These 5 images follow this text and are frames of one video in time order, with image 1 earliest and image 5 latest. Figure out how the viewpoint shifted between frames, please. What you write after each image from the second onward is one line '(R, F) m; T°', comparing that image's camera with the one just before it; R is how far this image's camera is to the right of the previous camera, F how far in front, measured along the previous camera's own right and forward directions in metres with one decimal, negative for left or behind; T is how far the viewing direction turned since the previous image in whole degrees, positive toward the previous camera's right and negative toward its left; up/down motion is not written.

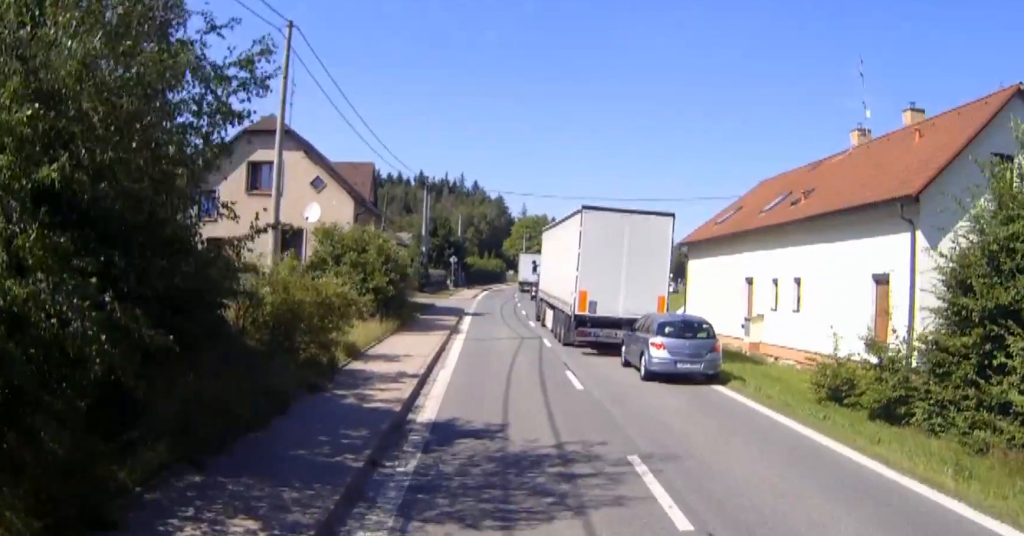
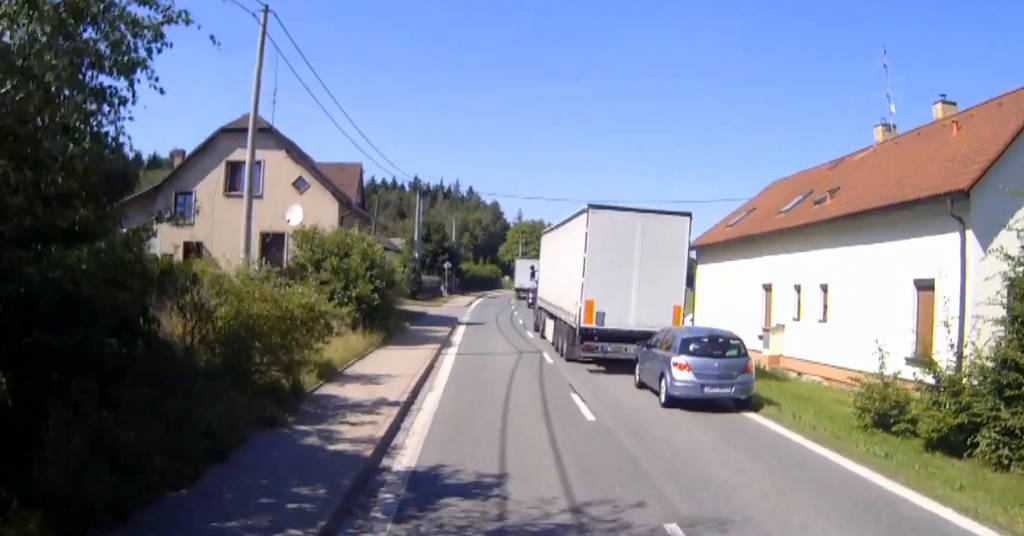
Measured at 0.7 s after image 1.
(0.0, +2.6) m; 0°
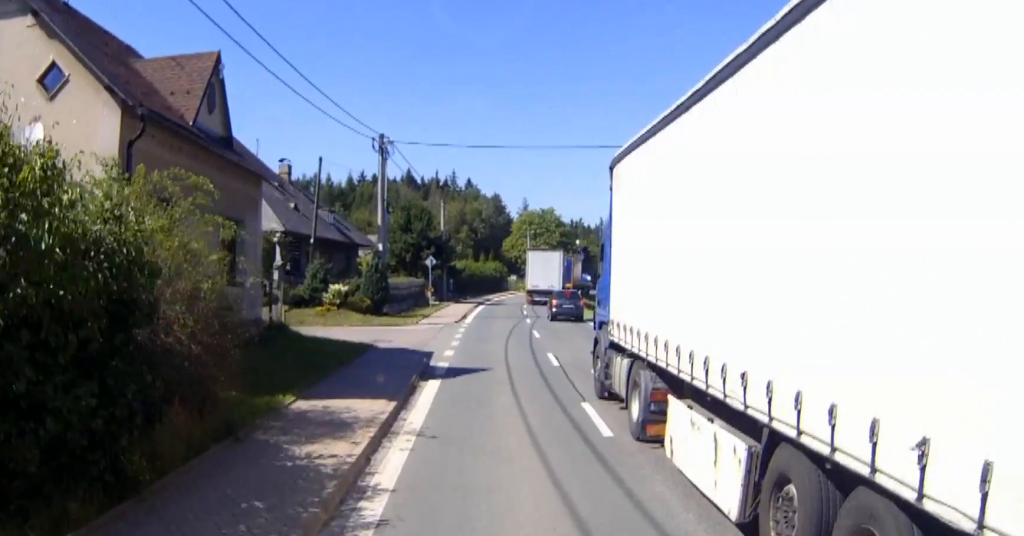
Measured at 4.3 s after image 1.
(+0.1, +19.9) m; -1°
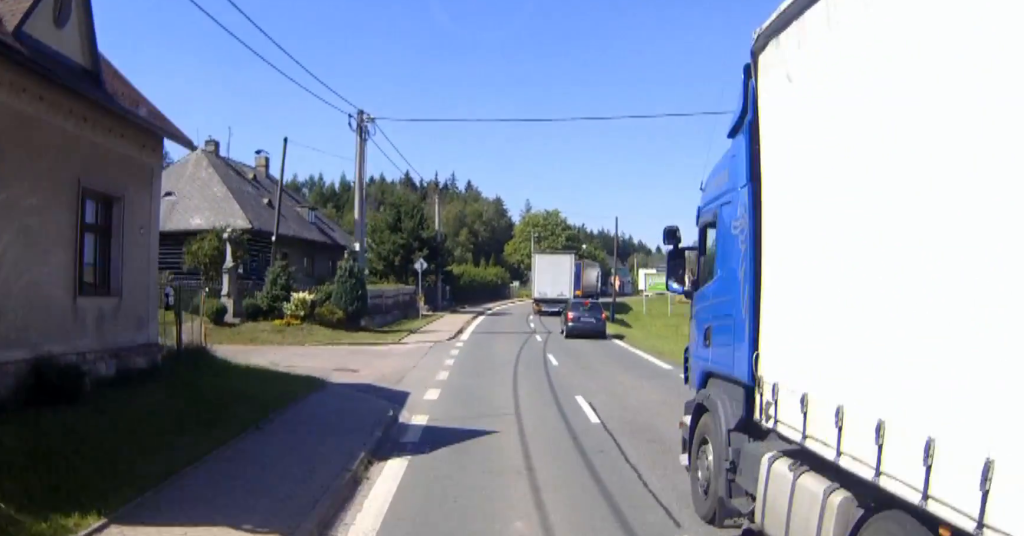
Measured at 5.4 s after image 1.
(0.0, +7.3) m; 0°
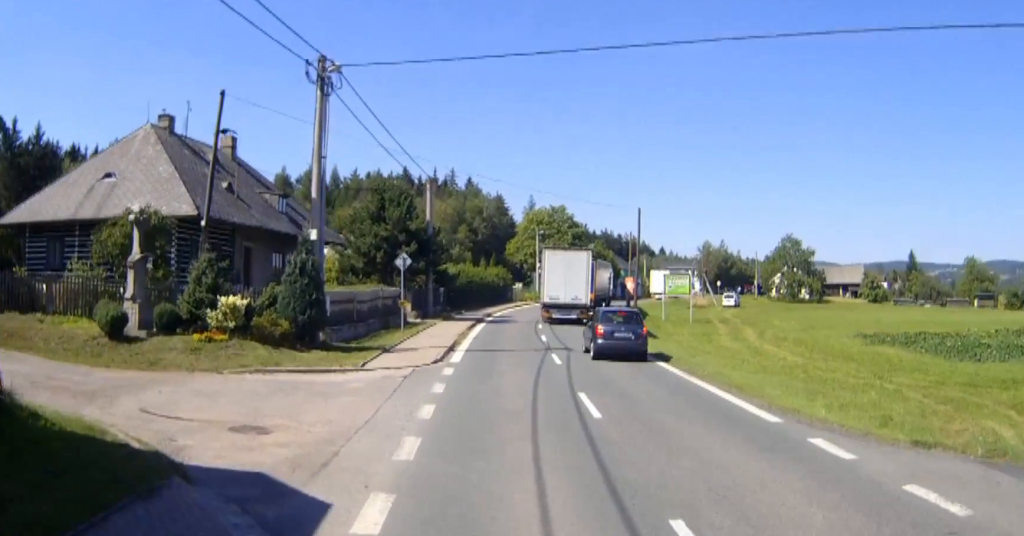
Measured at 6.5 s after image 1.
(0.0, +8.5) m; 0°
